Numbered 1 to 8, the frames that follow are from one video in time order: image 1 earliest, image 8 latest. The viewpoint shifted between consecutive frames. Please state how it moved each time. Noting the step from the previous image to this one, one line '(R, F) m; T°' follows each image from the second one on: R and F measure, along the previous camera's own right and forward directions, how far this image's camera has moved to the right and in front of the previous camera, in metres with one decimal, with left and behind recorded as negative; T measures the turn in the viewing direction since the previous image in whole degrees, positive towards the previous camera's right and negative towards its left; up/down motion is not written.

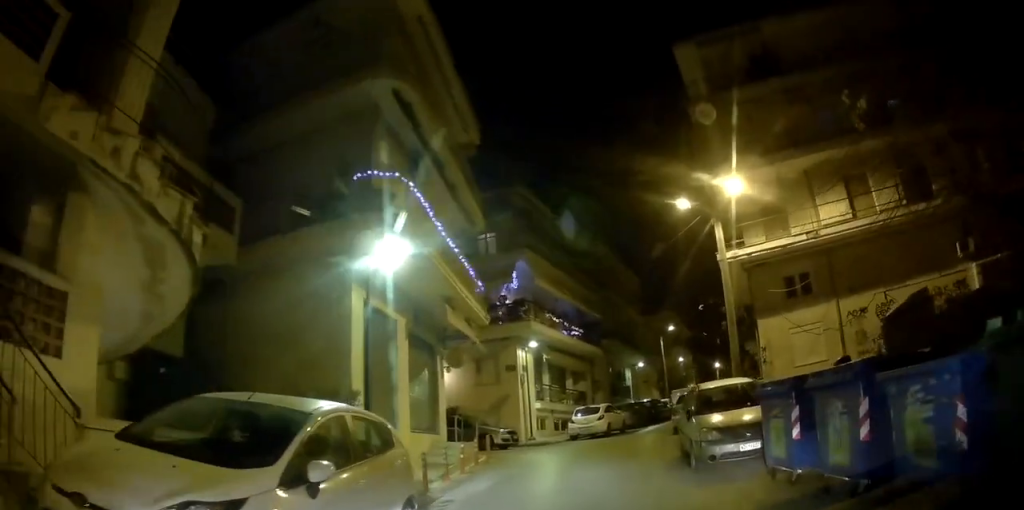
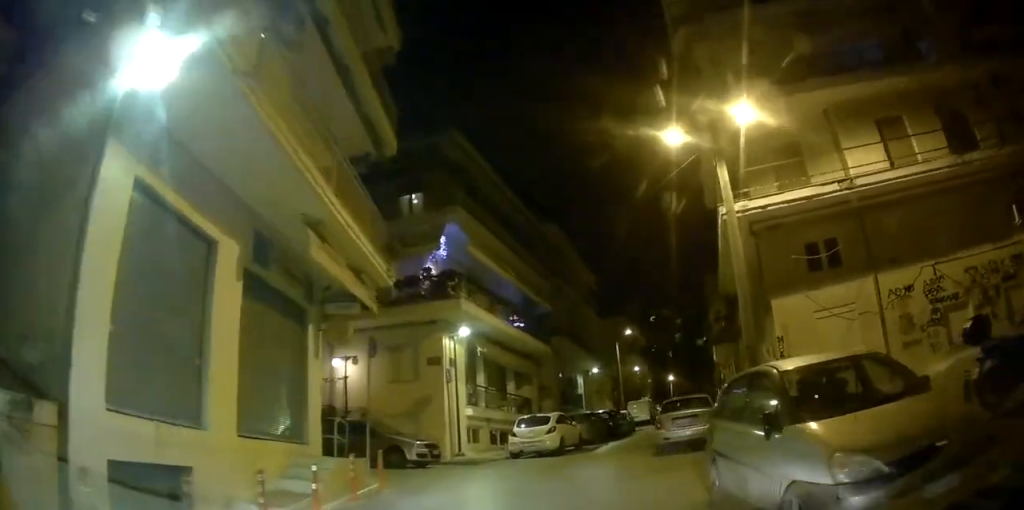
(-0.4, +4.9) m; -3°
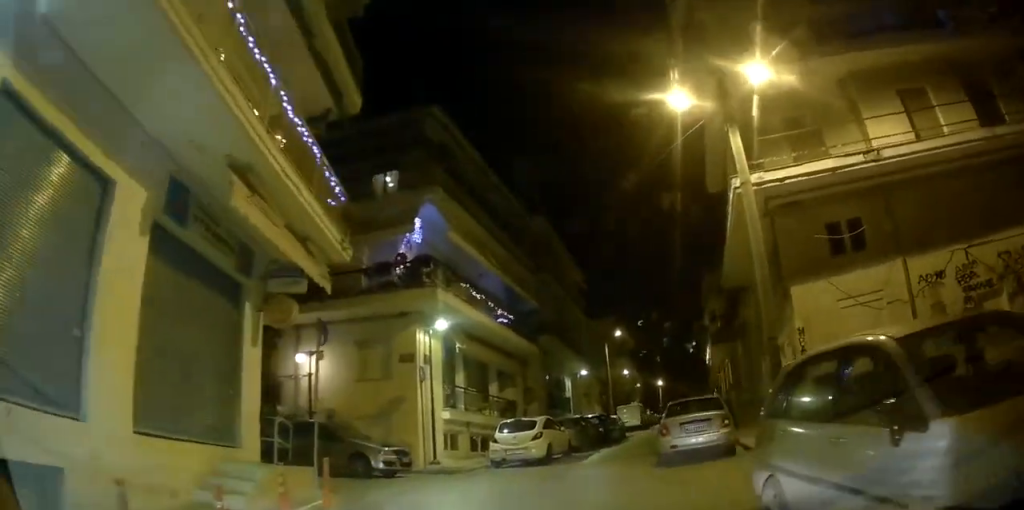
(-0.1, +1.7) m; +2°
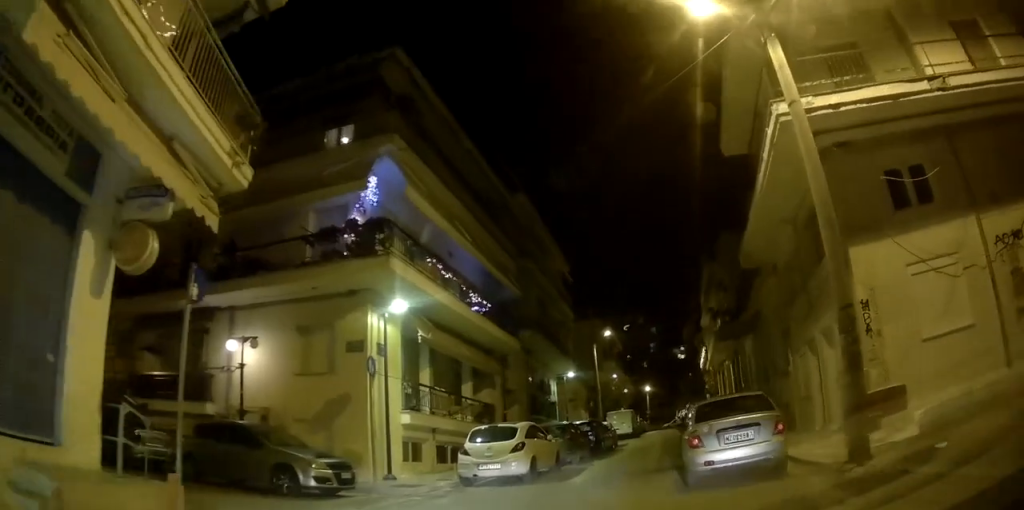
(+0.2, +3.3) m; +3°
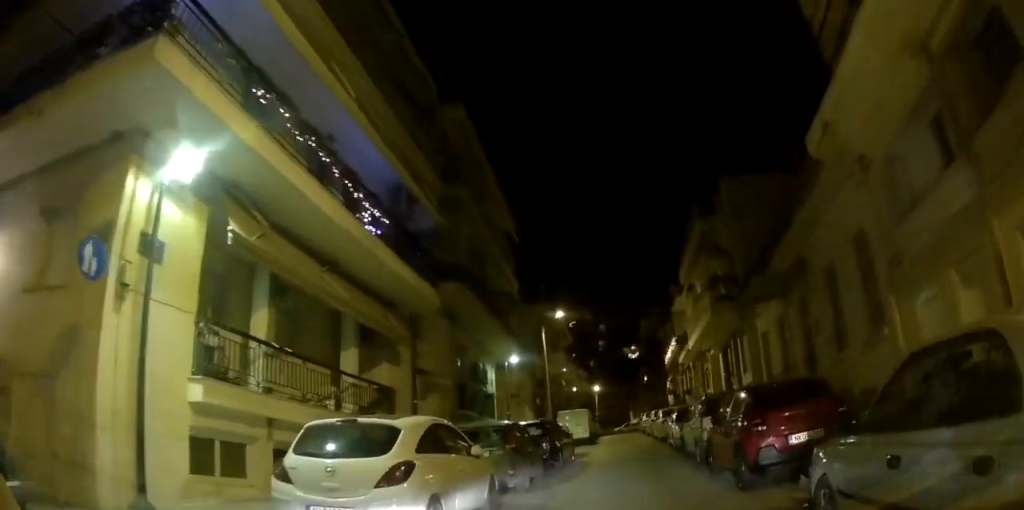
(+0.4, +8.0) m; +4°
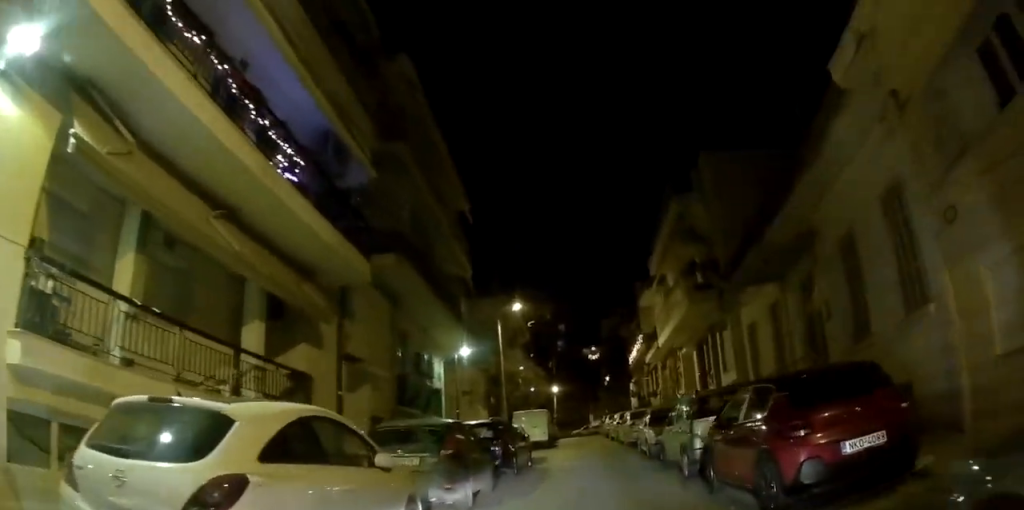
(0.0, +2.3) m; 0°
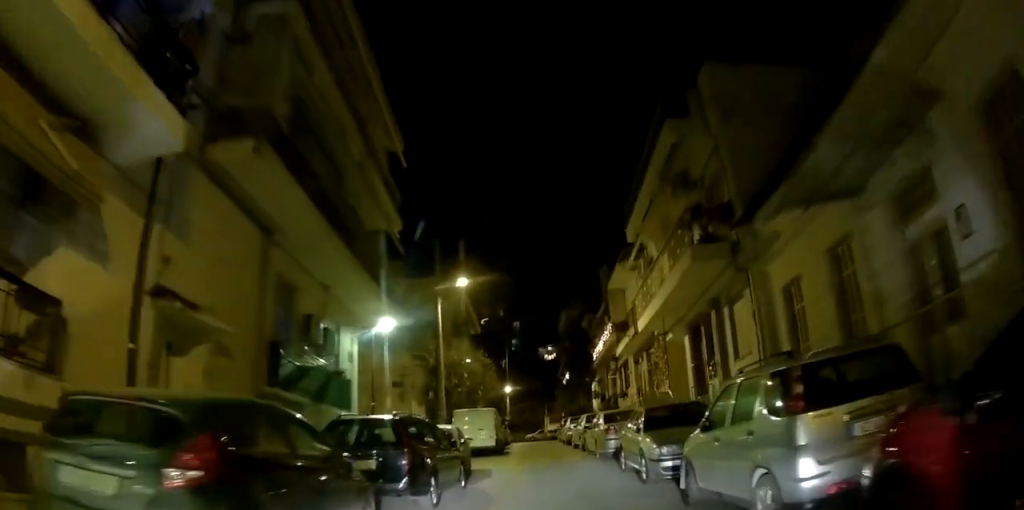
(+0.1, +4.6) m; +5°
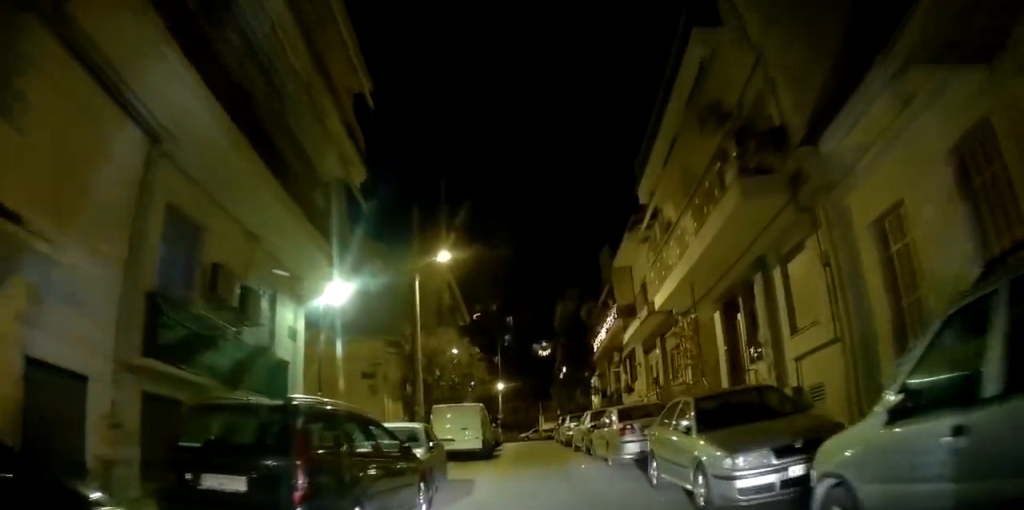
(0.0, +3.0) m; +6°
